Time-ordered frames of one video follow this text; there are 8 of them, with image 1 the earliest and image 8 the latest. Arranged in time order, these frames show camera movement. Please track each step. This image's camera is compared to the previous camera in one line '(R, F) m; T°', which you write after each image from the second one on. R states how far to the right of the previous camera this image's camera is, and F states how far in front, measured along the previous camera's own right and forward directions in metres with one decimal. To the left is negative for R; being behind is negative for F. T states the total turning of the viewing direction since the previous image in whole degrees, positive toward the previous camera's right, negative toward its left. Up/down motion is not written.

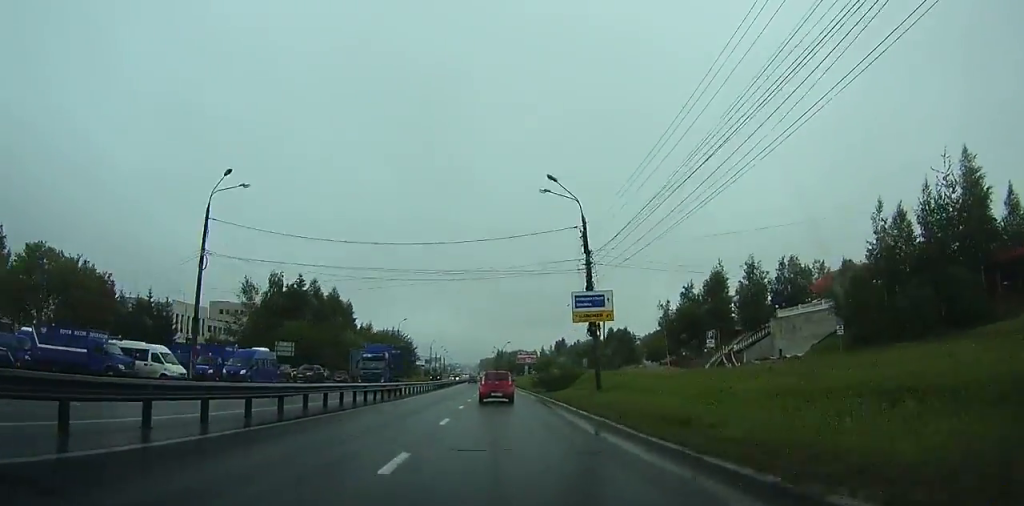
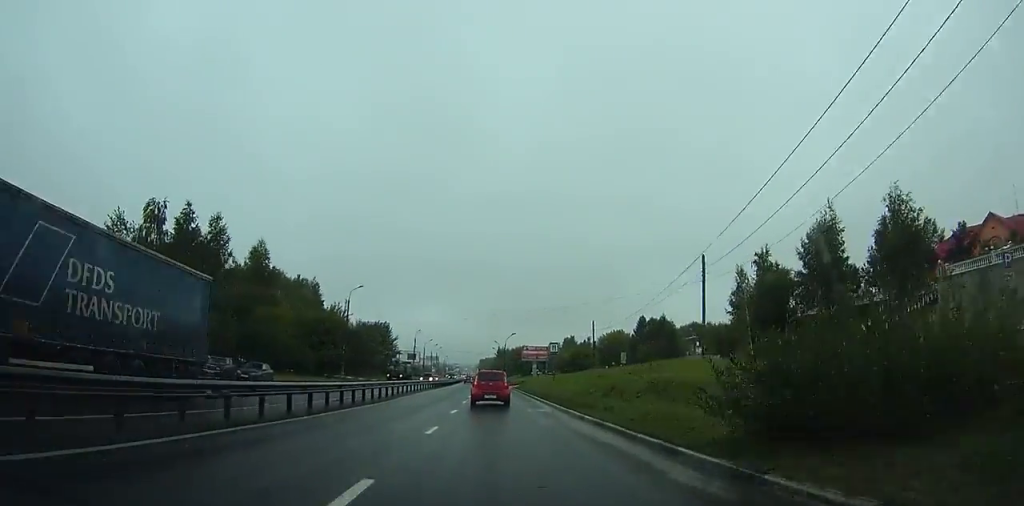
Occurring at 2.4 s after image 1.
(-0.3, +38.5) m; -1°
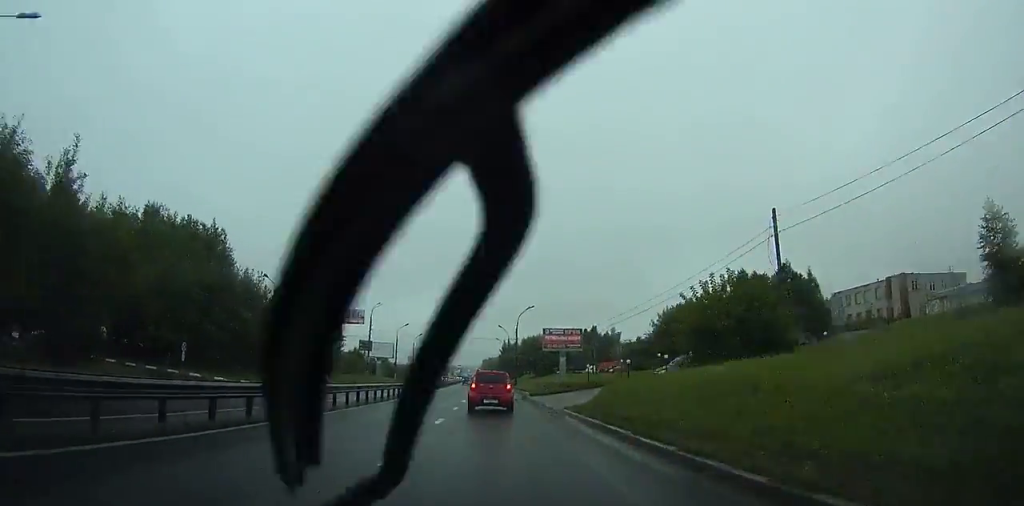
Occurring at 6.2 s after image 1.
(-0.2, +50.0) m; 0°
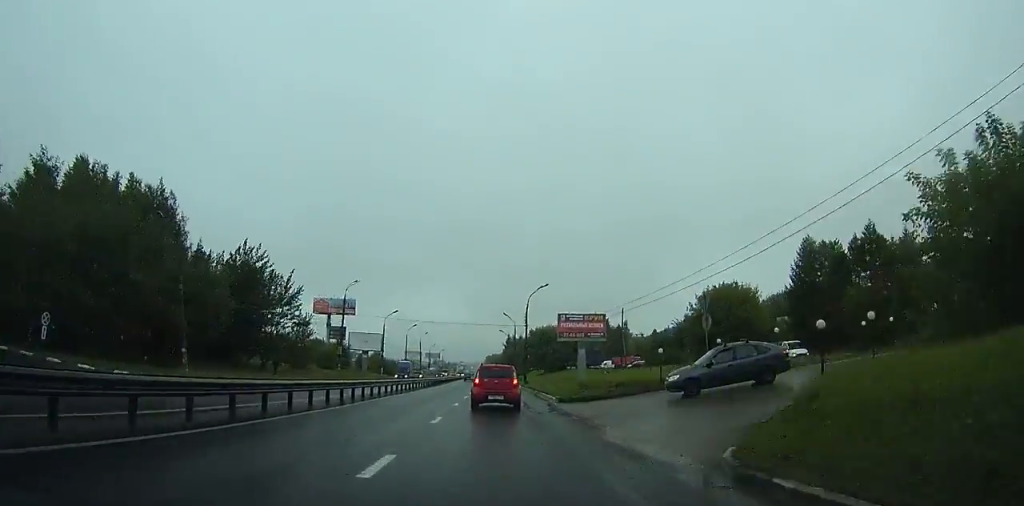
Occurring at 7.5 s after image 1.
(0.0, +15.1) m; 0°
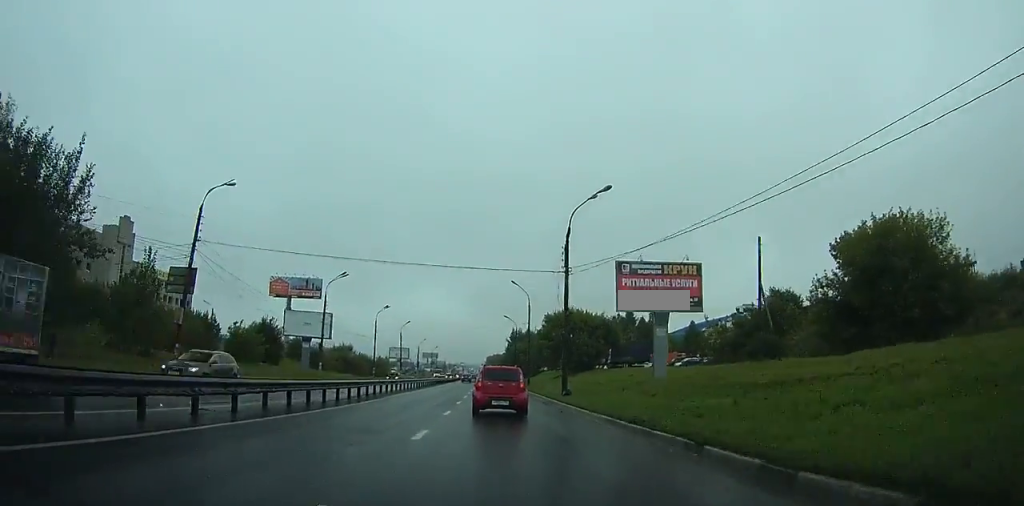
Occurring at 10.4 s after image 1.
(+0.1, +34.5) m; 0°
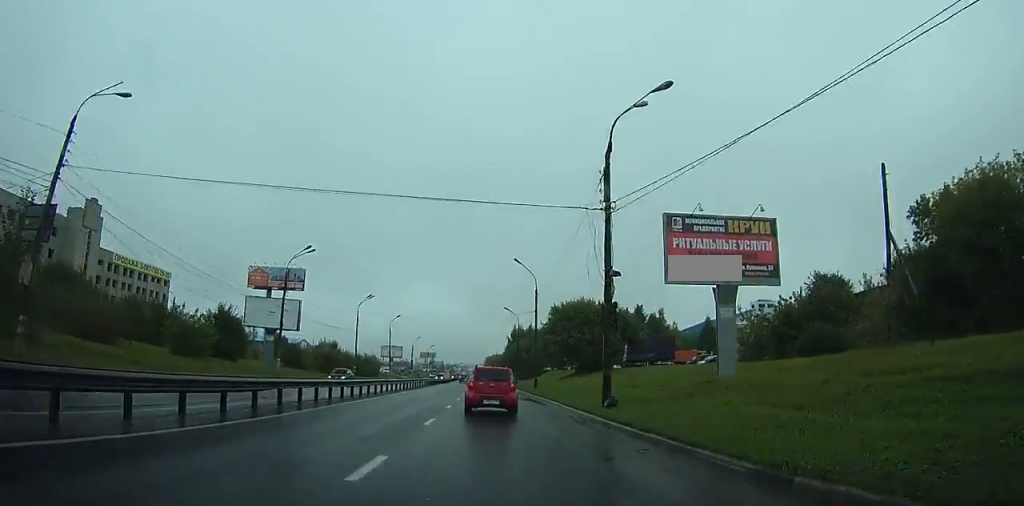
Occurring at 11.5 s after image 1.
(0.0, +13.0) m; 0°
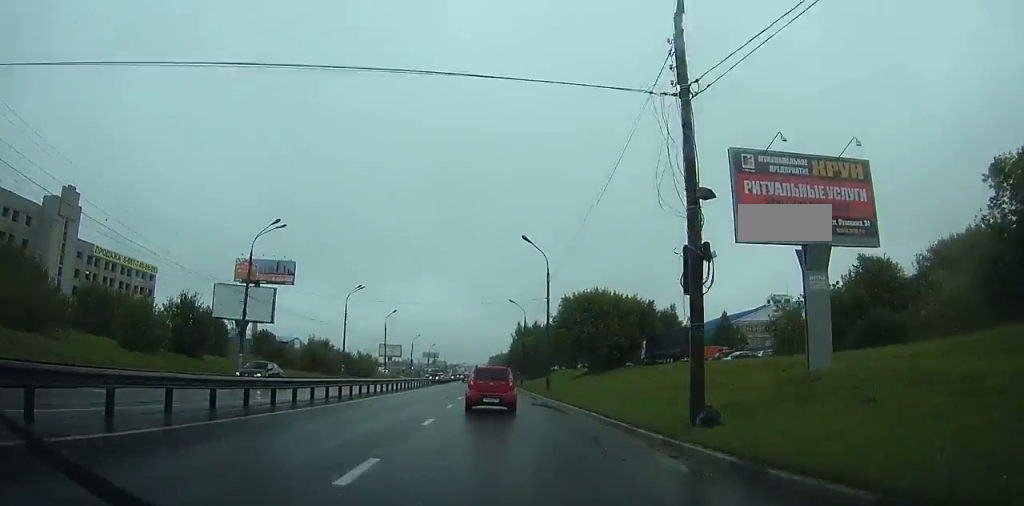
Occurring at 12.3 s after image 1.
(0.0, +9.1) m; 0°
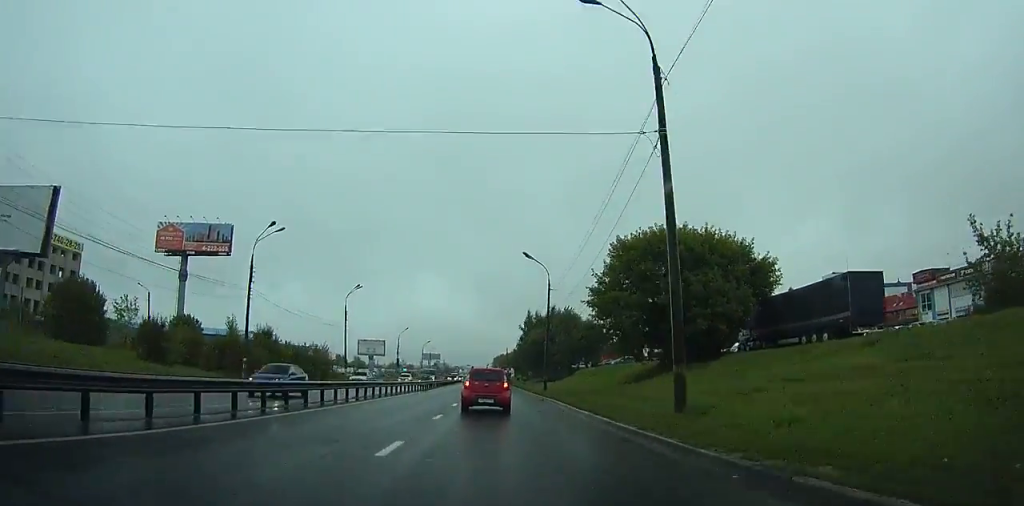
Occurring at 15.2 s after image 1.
(0.0, +31.2) m; 0°
